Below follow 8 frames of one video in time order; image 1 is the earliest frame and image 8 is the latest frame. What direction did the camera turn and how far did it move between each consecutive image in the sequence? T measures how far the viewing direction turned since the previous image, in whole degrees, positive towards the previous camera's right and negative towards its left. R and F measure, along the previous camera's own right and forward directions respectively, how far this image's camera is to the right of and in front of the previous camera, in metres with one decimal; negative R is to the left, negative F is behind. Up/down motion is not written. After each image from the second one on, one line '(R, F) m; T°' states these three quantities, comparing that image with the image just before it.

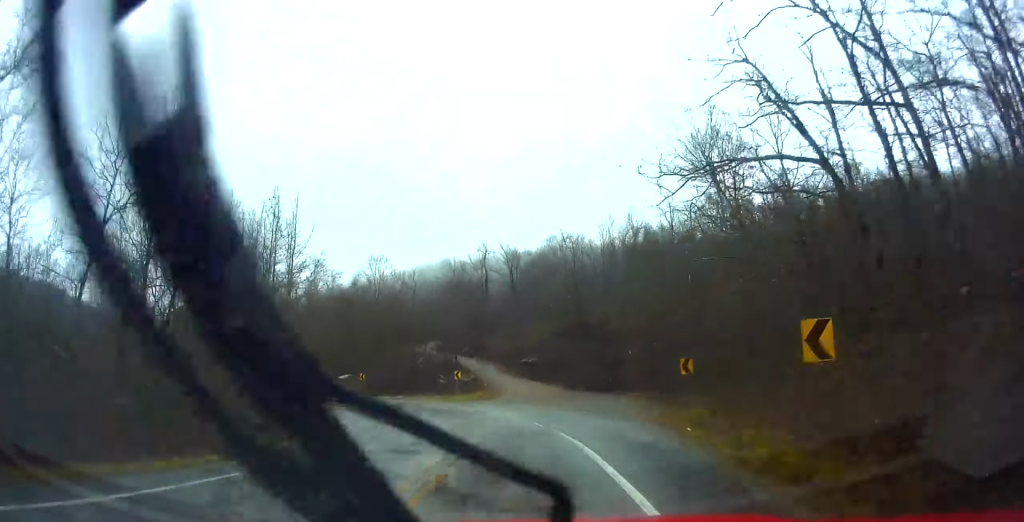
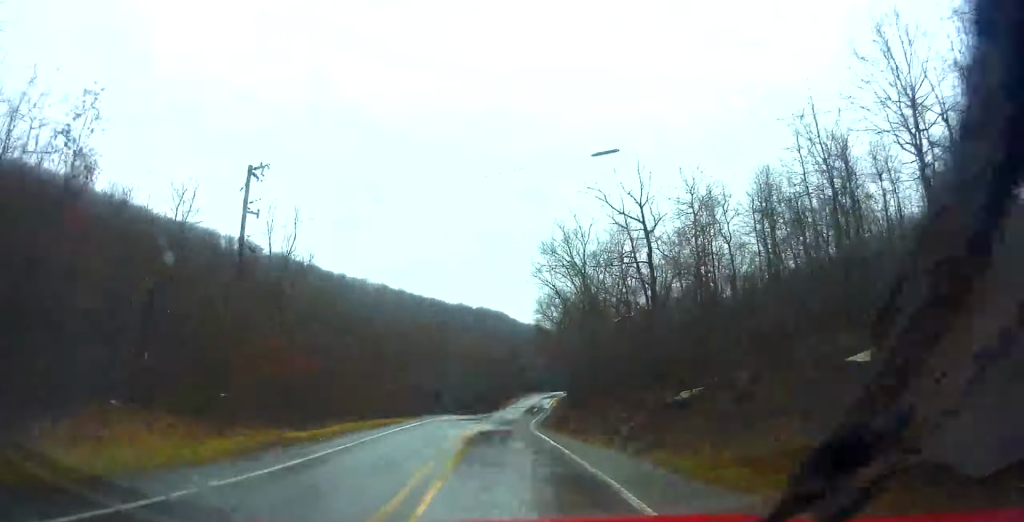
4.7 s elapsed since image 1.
(-12.0, +67.3) m; -28°
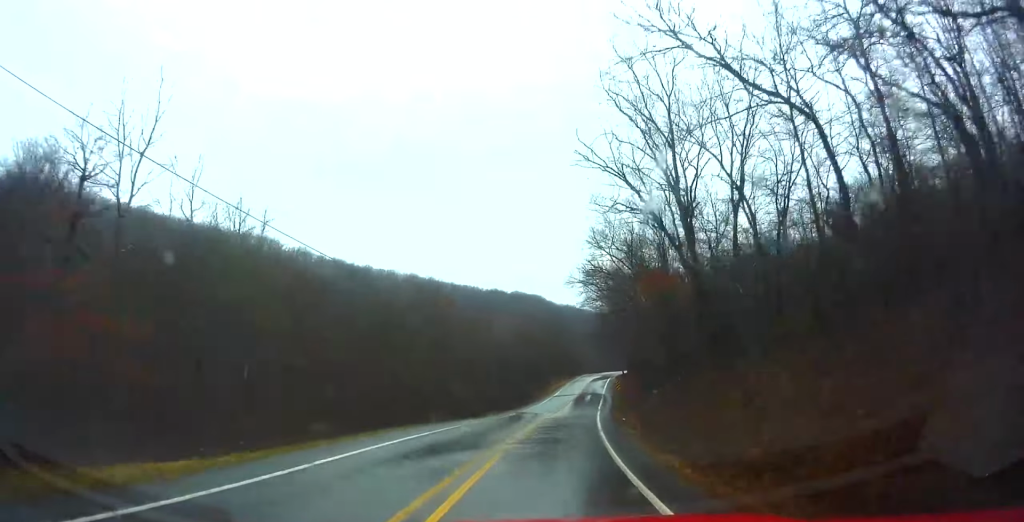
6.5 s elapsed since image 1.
(-3.3, +26.7) m; -7°
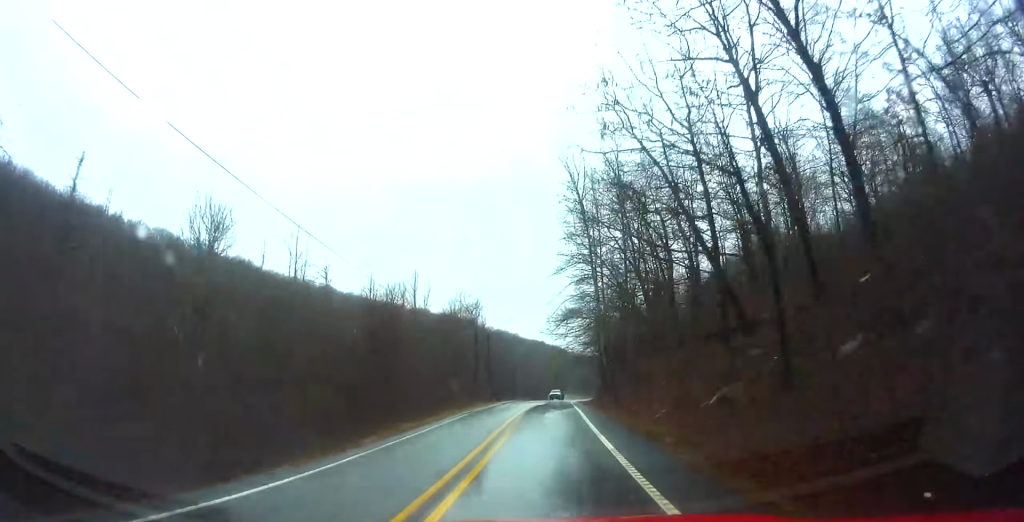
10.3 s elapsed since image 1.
(-3.6, +61.1) m; -1°
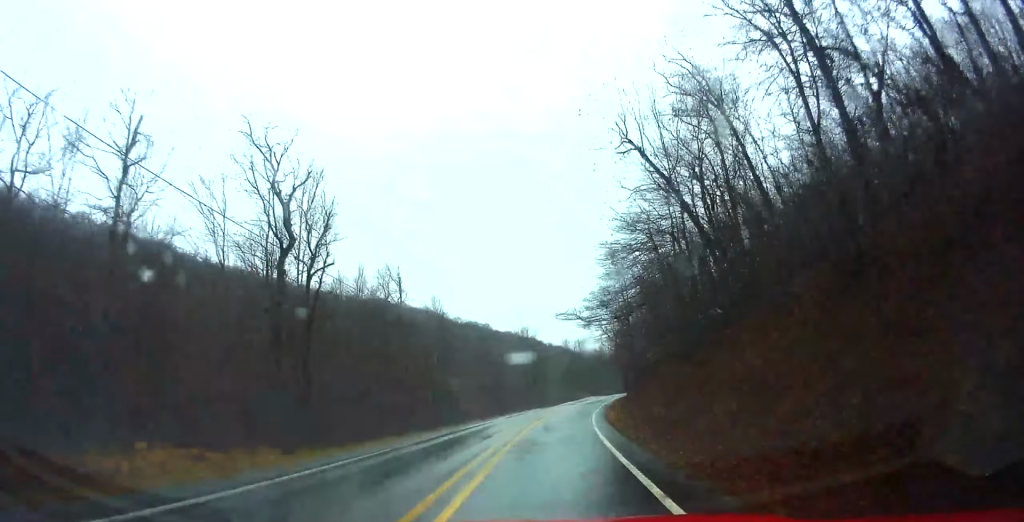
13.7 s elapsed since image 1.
(+1.9, +60.5) m; +4°
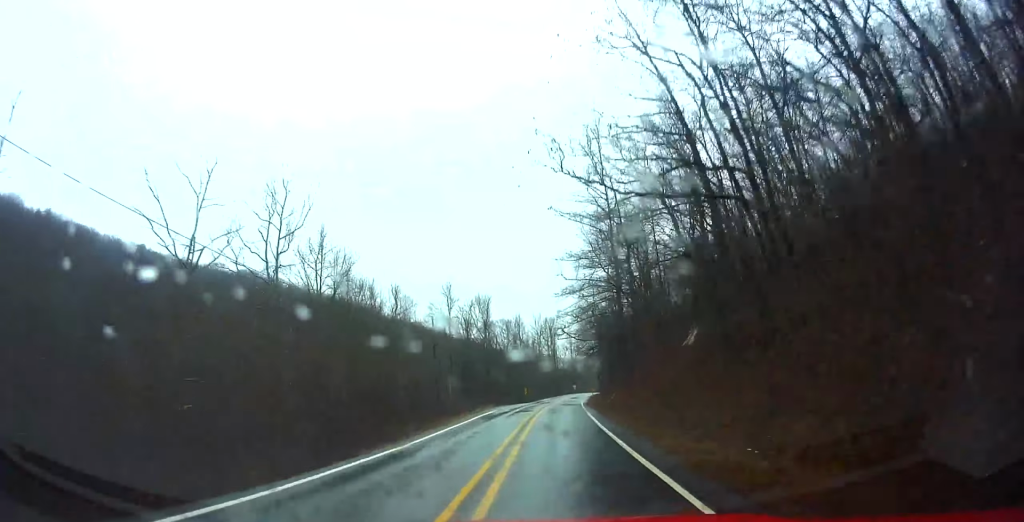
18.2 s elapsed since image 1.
(+4.7, +88.0) m; +7°
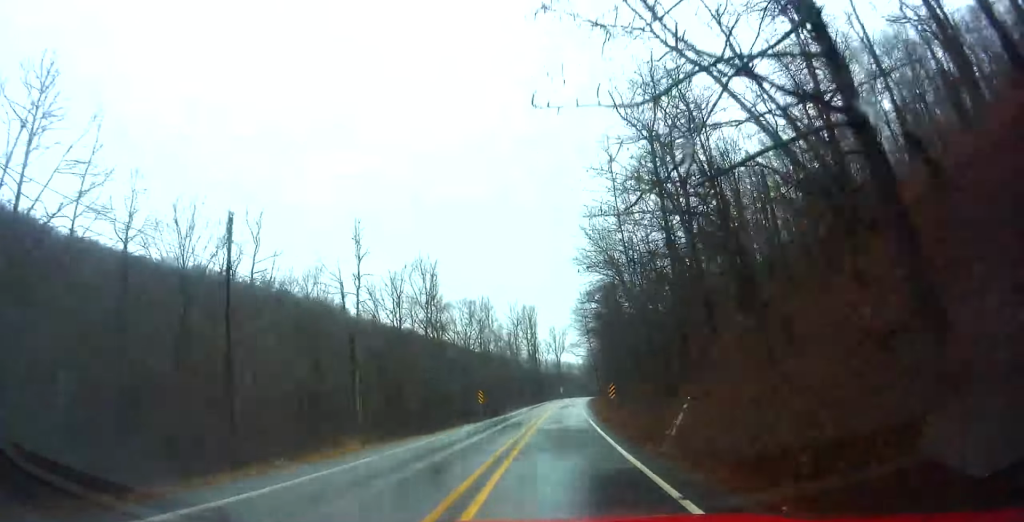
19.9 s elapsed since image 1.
(+0.8, +35.2) m; +3°
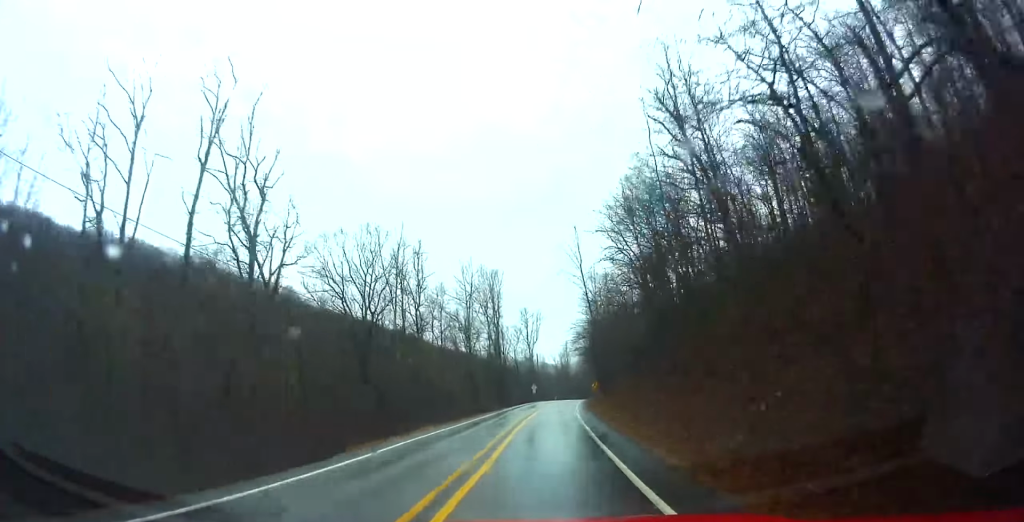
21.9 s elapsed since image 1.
(+1.4, +42.6) m; +2°
